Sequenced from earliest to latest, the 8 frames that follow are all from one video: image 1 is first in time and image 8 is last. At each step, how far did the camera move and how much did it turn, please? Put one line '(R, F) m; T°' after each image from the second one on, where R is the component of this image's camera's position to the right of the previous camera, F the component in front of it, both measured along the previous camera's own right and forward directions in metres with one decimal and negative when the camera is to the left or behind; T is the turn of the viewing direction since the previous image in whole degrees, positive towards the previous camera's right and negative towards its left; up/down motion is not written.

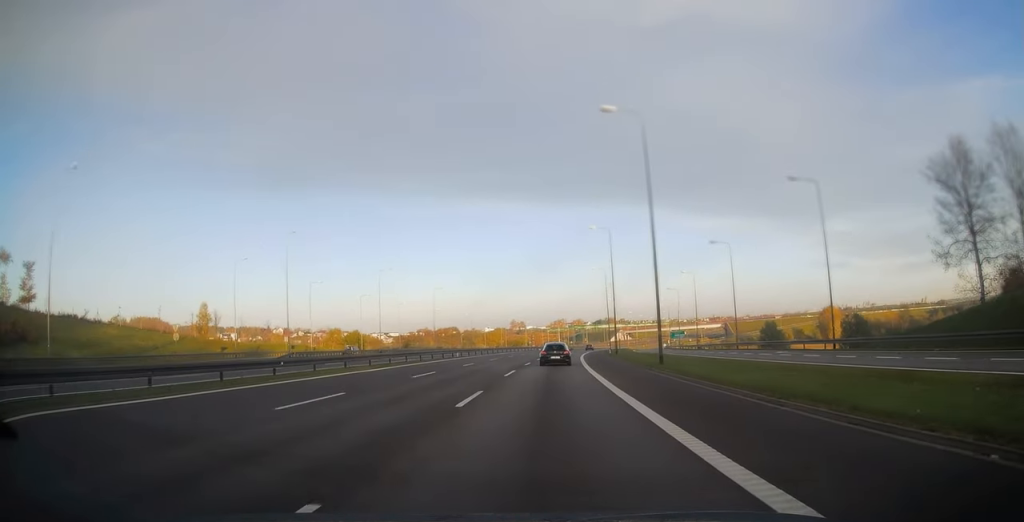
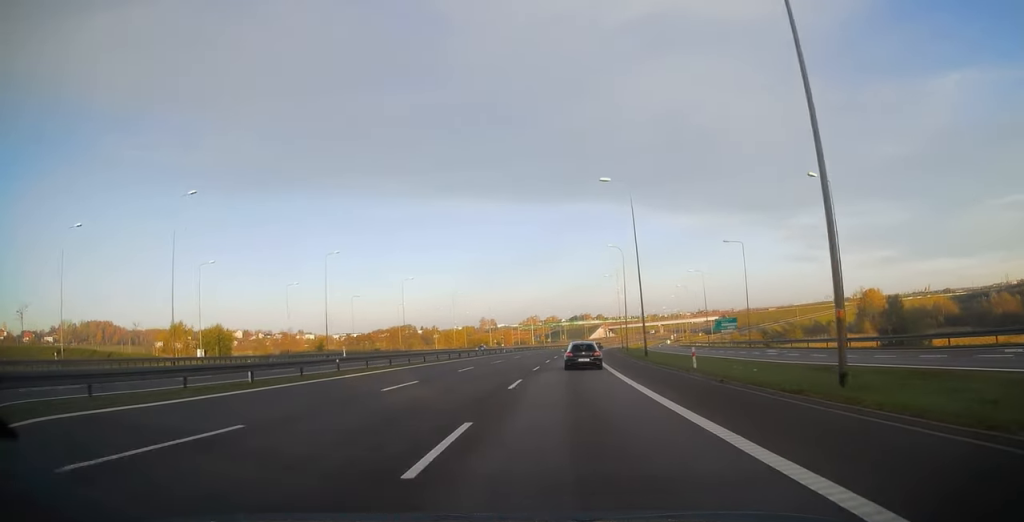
(+1.0, +54.6) m; +2°
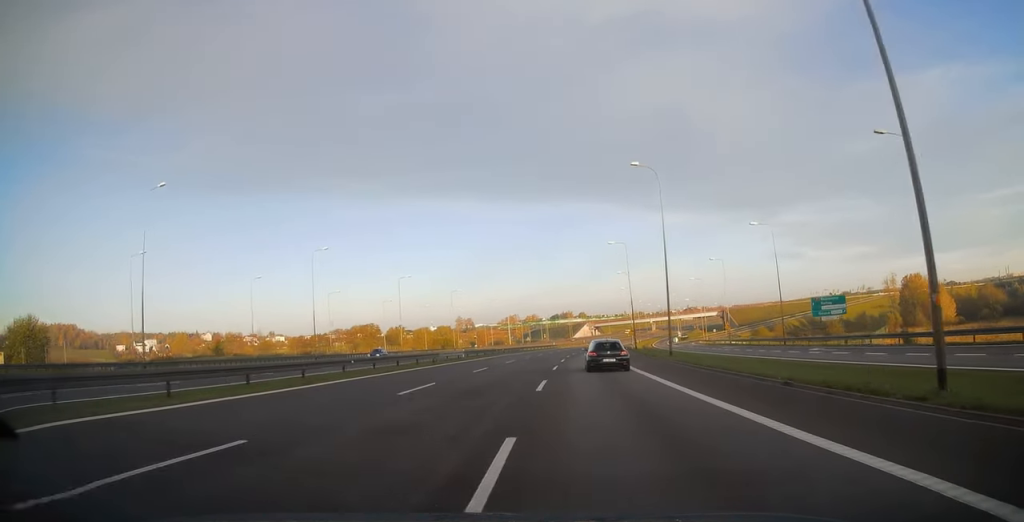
(+0.5, +37.4) m; +1°
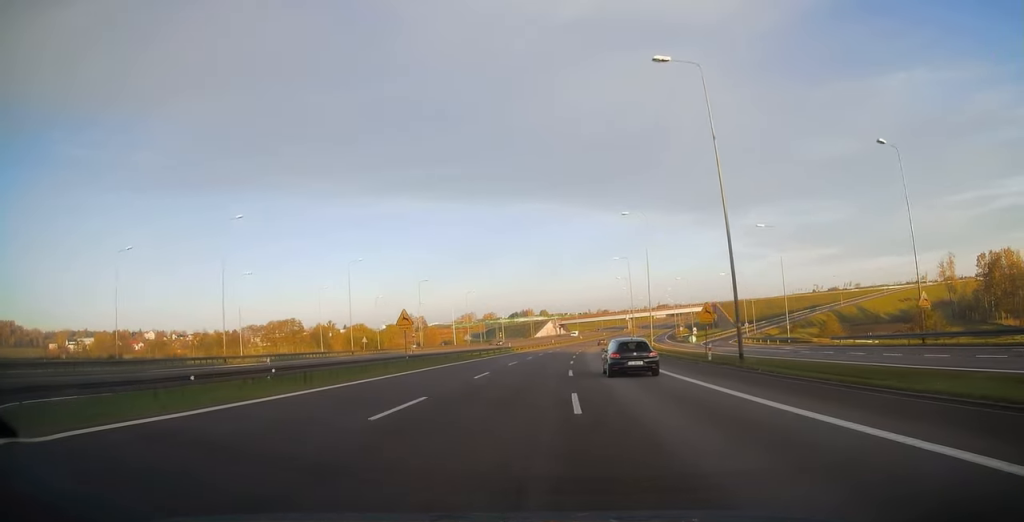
(+1.8, +53.0) m; +4°
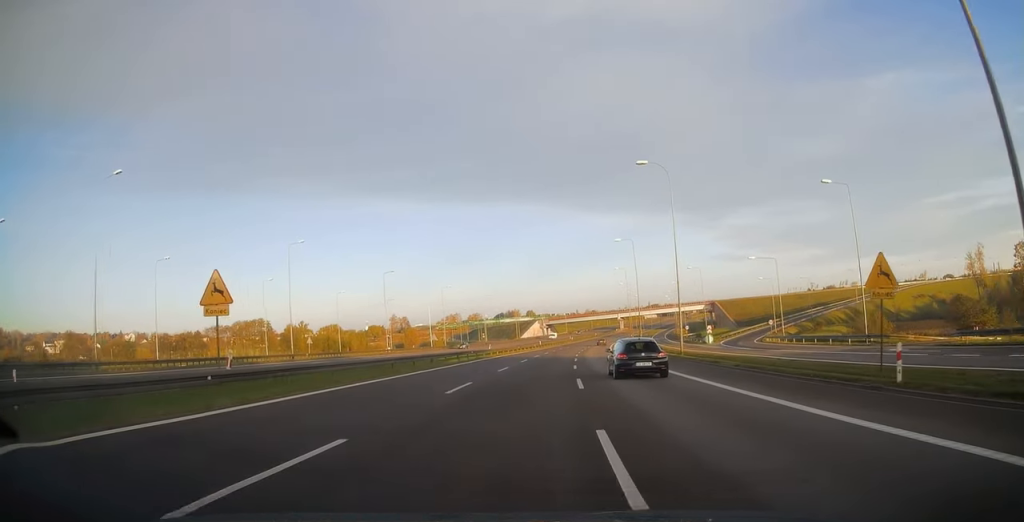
(+0.3, +18.3) m; +1°
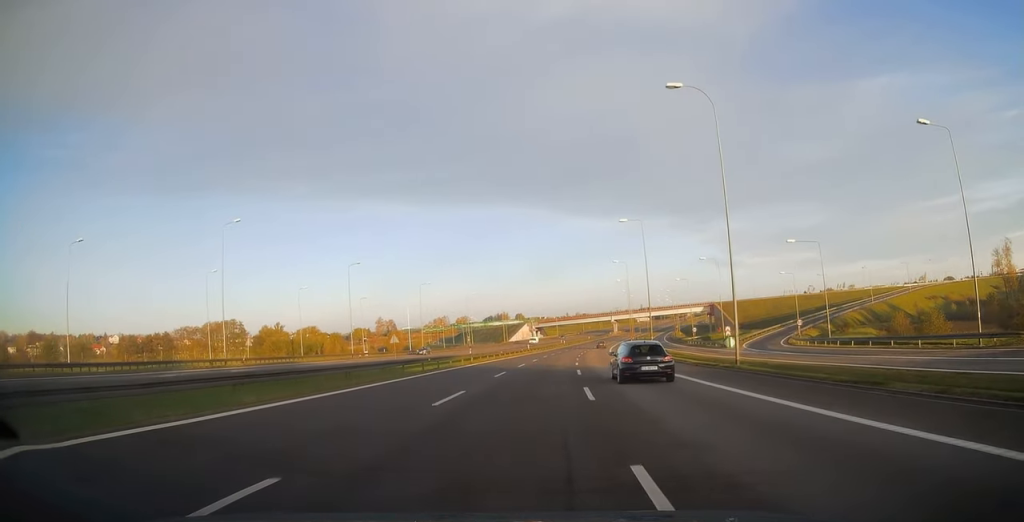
(+0.1, +14.5) m; +1°
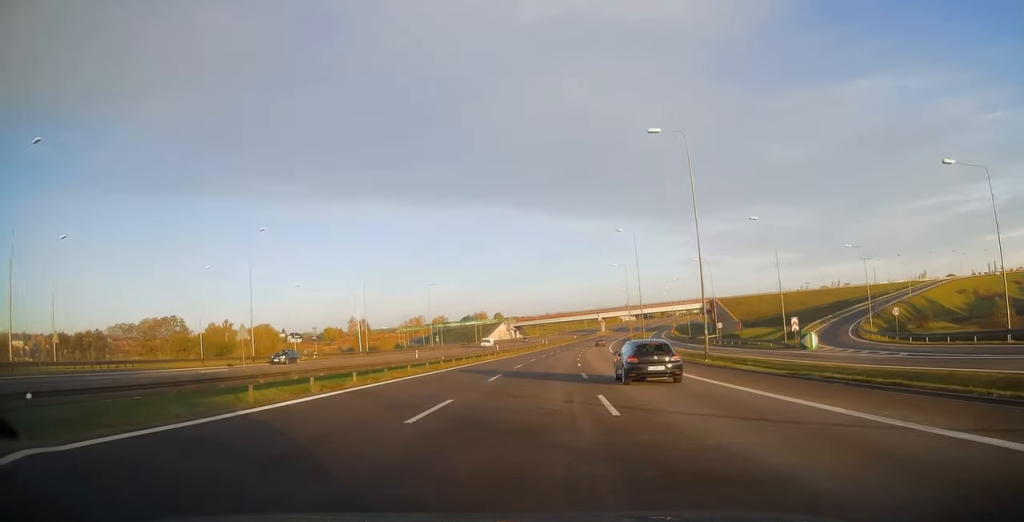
(+0.5, +27.4) m; +2°
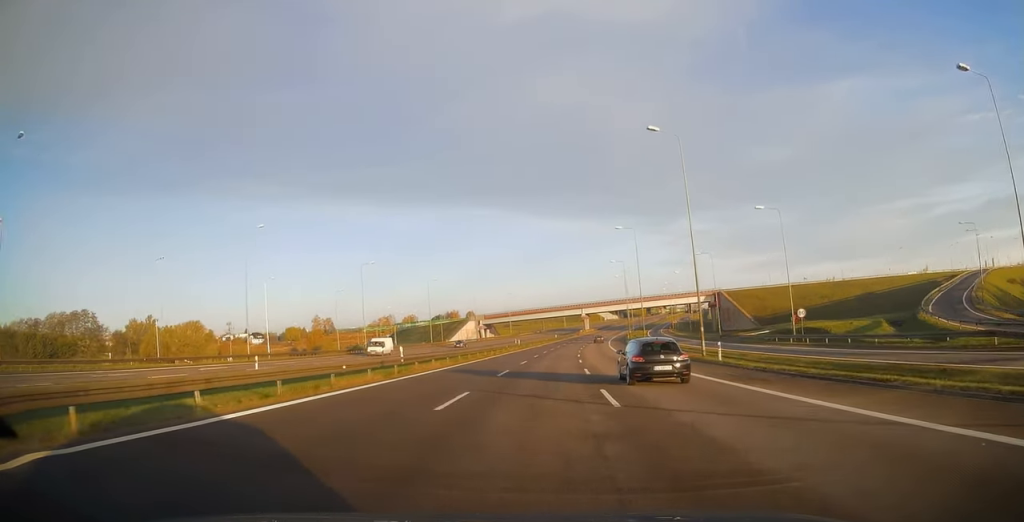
(+0.7, +34.3) m; +2°
